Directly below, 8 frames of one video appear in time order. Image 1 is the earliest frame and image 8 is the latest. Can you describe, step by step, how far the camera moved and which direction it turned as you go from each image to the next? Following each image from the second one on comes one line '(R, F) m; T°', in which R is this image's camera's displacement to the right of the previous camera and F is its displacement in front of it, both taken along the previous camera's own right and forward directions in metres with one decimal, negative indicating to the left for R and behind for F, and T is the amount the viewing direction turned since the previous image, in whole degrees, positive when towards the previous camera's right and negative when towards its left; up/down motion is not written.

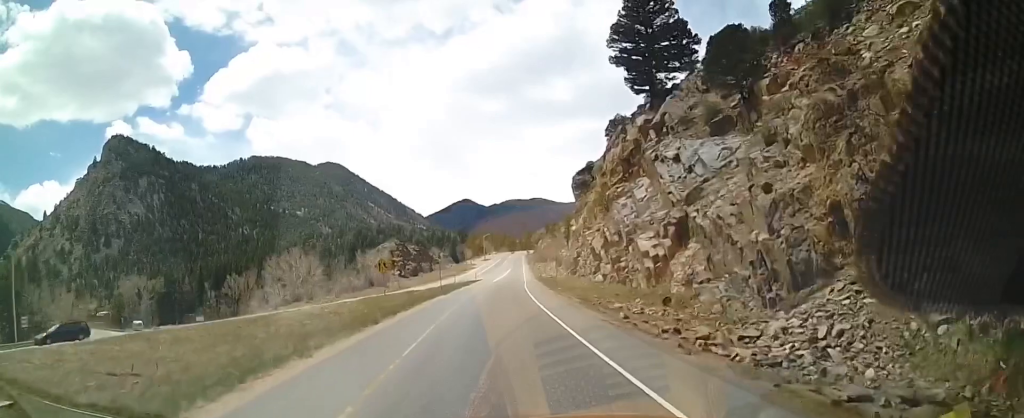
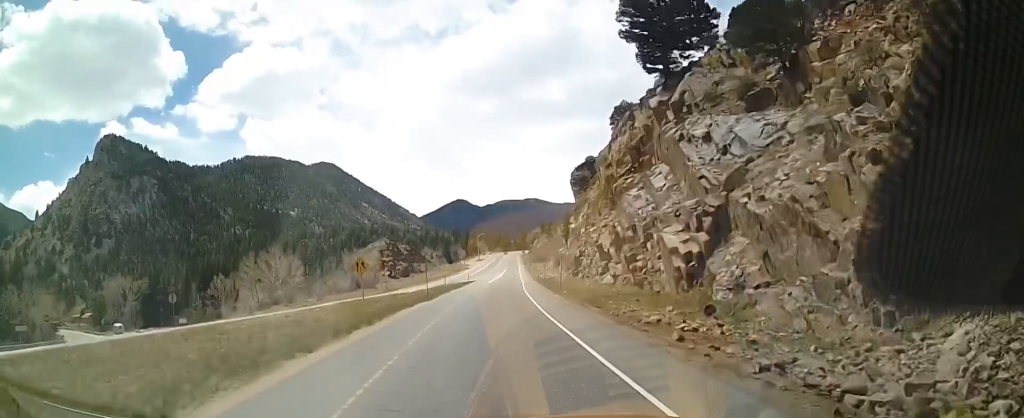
(+0.3, +7.3) m; +1°
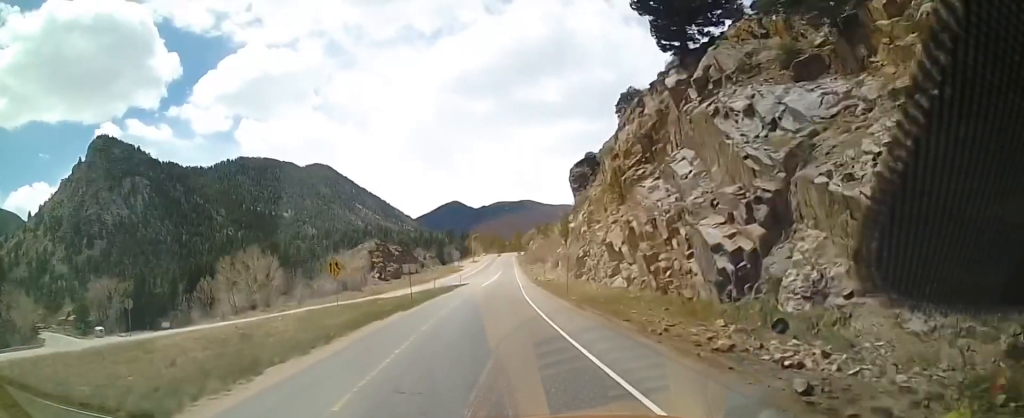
(+0.2, +6.8) m; 0°
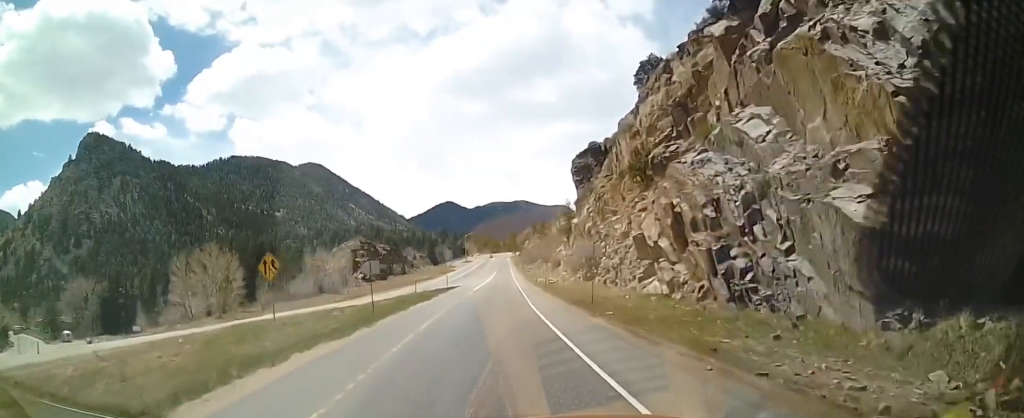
(-0.3, +11.8) m; +1°
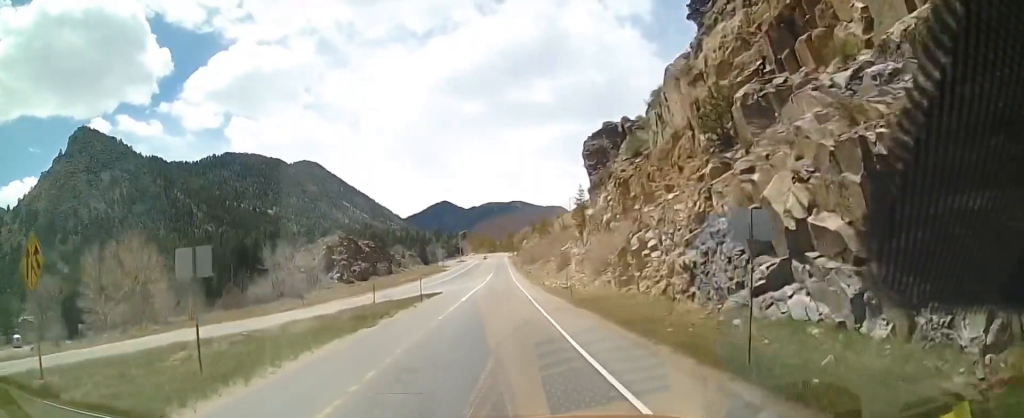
(+0.3, +17.6) m; 0°
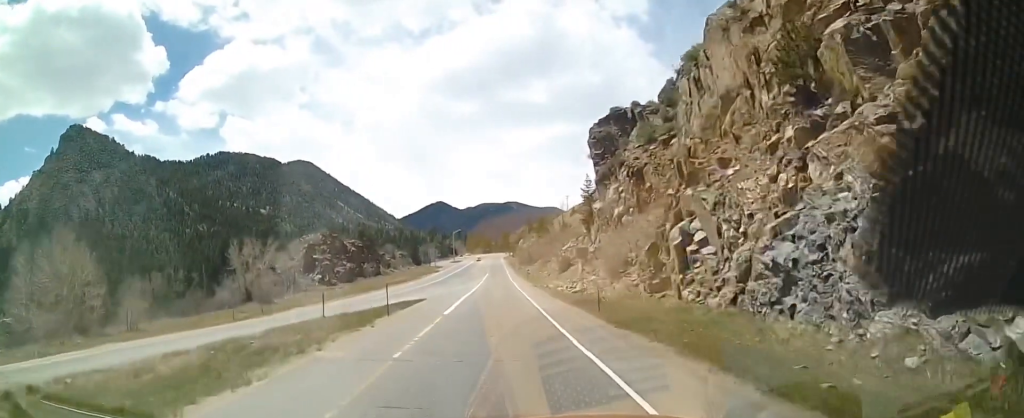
(-0.6, +9.8) m; +2°
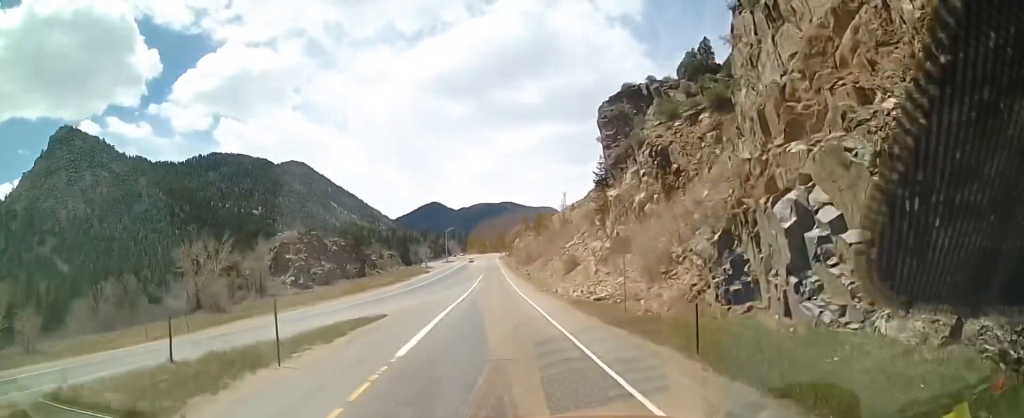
(+1.1, +12.2) m; +3°
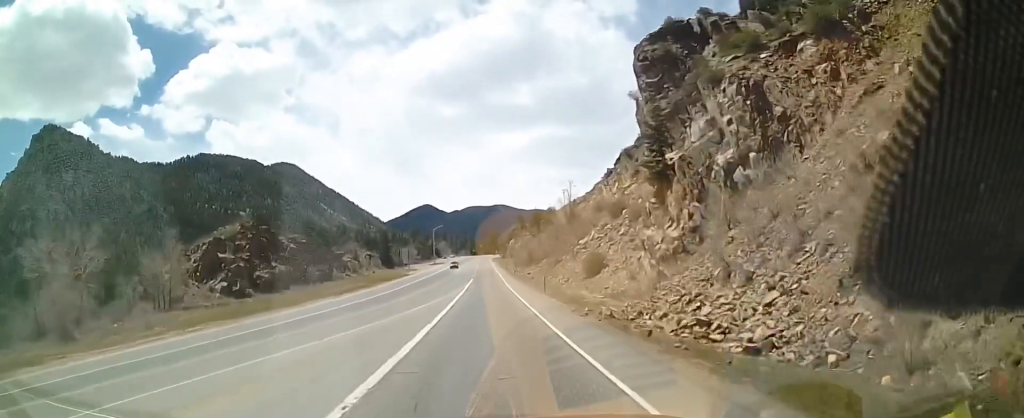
(-0.6, +23.1) m; -2°
